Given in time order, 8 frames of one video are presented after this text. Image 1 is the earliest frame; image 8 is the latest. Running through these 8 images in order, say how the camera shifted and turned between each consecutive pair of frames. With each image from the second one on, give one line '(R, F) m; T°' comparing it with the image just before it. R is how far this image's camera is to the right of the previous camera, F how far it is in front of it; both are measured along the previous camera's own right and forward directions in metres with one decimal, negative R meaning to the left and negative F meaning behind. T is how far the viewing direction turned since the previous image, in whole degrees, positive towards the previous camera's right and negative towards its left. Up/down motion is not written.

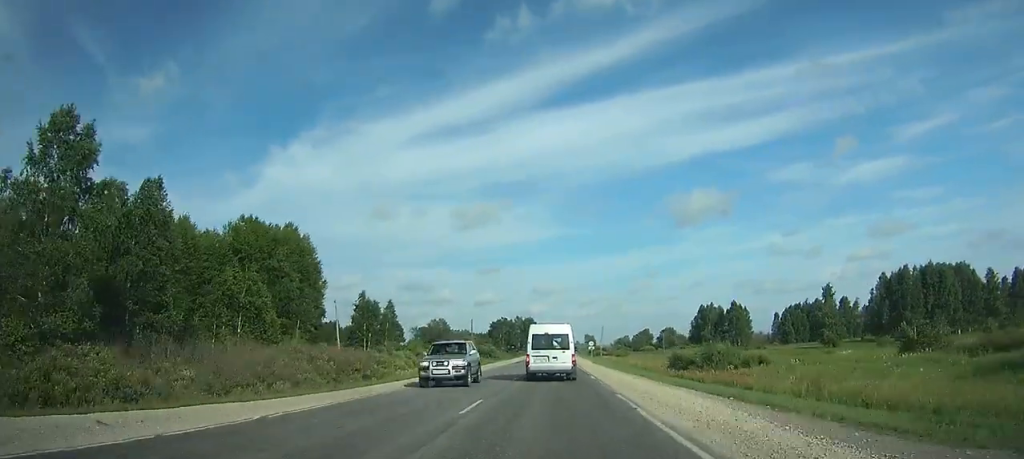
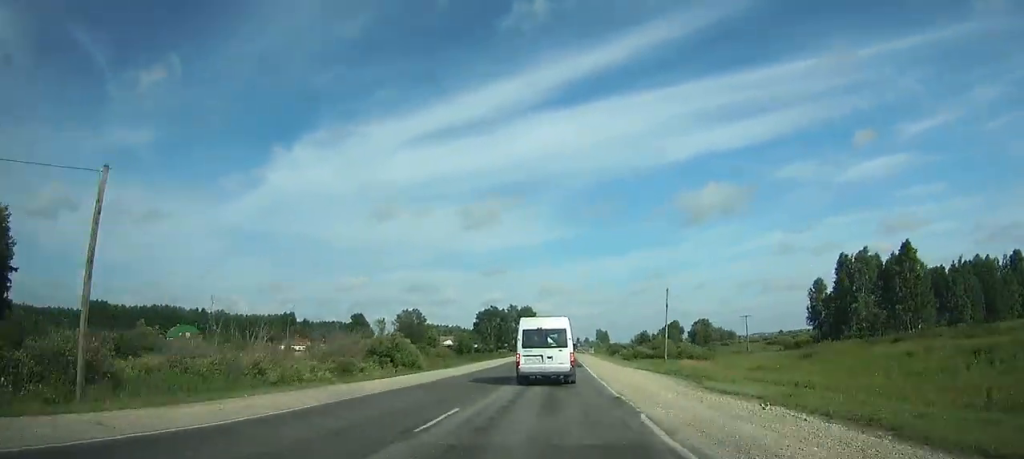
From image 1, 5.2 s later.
(-0.1, +84.0) m; 0°
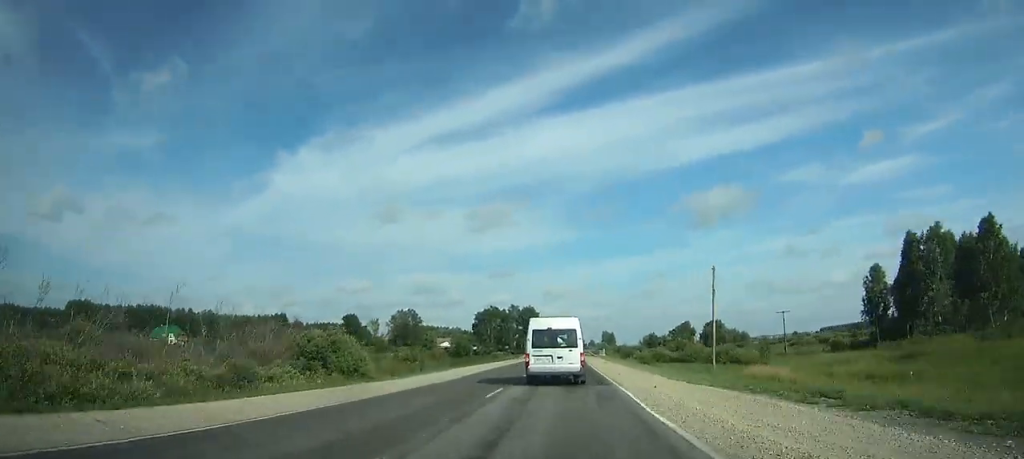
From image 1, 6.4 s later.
(0.0, +18.0) m; 0°
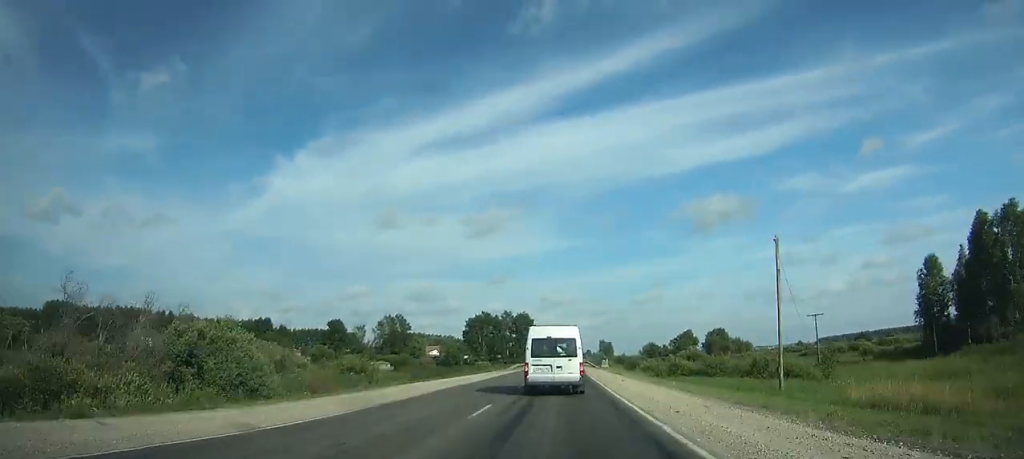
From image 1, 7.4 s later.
(0.0, +14.7) m; 0°
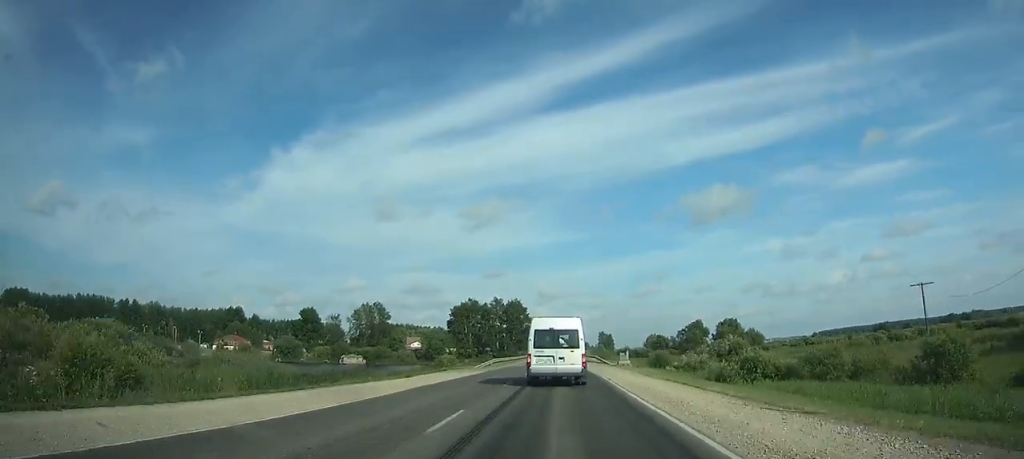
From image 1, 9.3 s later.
(0.0, +27.7) m; 0°
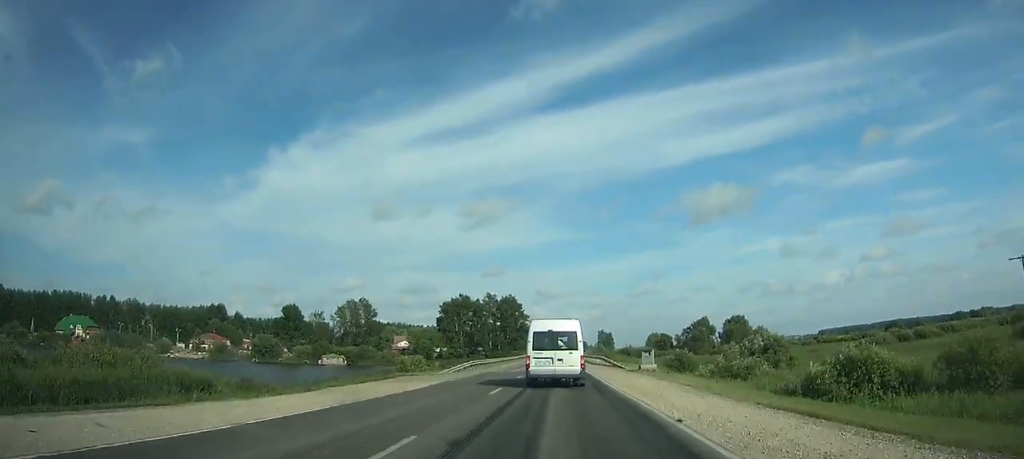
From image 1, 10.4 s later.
(+0.1, +15.0) m; 0°
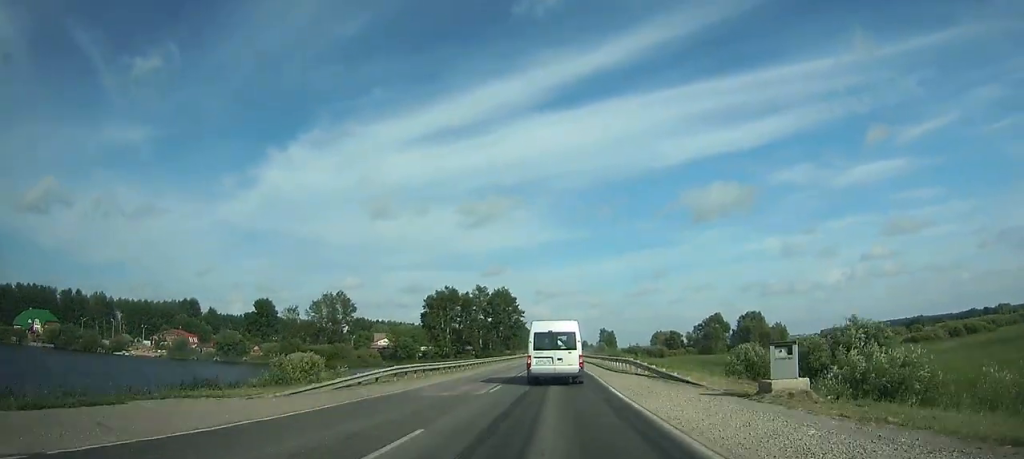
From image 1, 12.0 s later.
(+0.1, +22.3) m; 0°
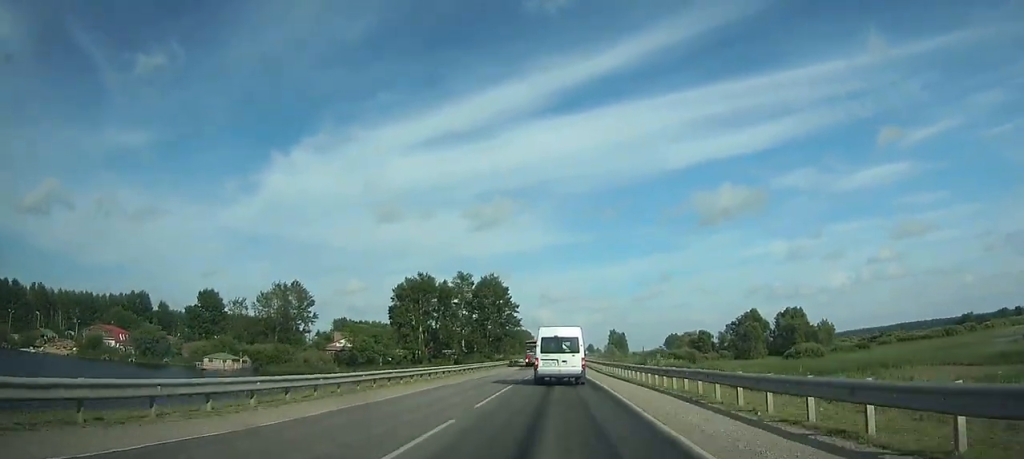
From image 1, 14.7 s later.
(-0.1, +38.5) m; 0°
